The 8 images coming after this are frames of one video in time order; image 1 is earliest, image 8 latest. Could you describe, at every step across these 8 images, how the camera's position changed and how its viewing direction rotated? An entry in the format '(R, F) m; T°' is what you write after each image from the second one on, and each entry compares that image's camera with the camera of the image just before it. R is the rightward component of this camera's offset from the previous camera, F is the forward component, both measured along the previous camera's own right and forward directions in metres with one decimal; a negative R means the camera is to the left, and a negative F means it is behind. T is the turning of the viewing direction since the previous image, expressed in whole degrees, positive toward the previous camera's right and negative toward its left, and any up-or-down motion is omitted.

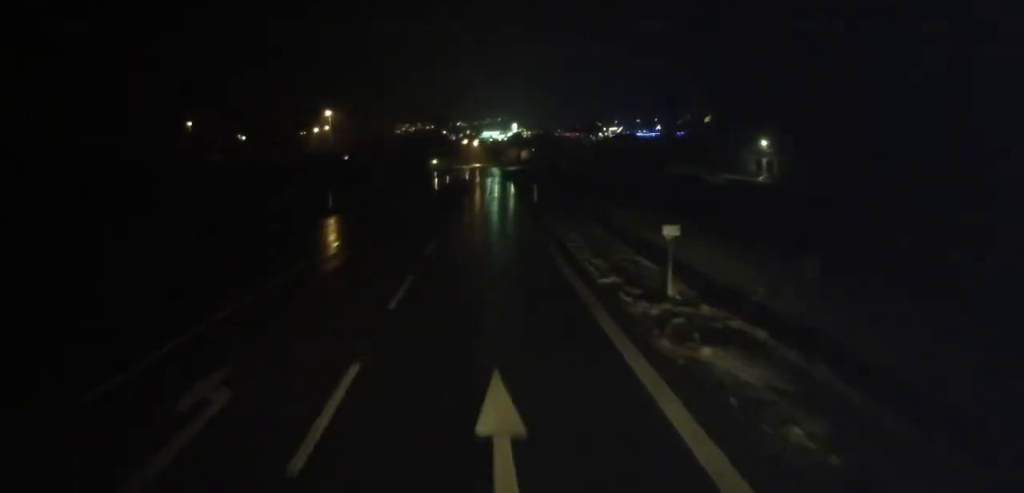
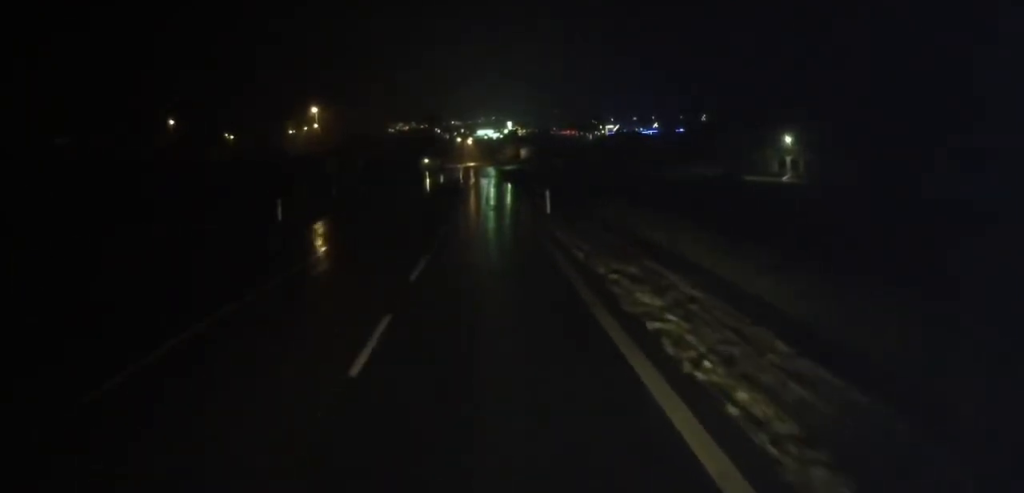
(0.0, +9.8) m; -1°
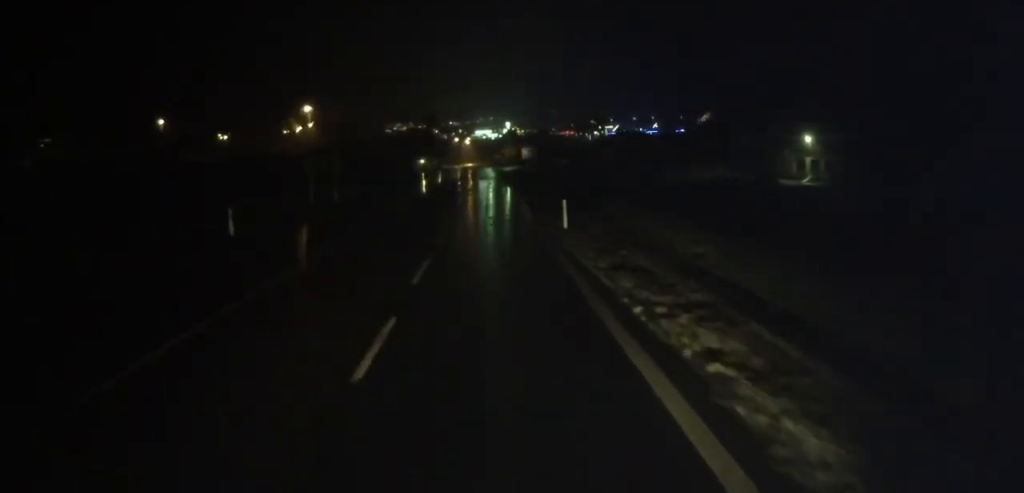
(0.0, +6.3) m; 0°
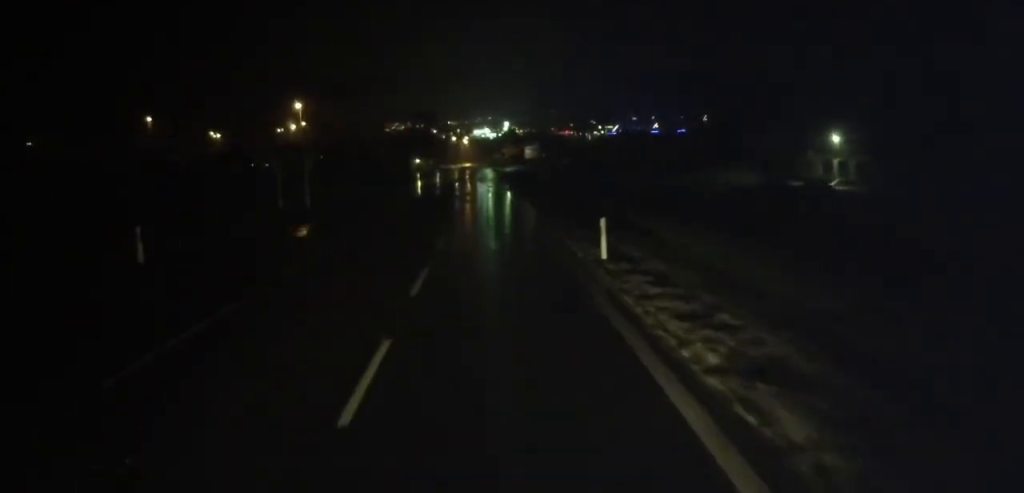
(-0.1, +7.4) m; +1°
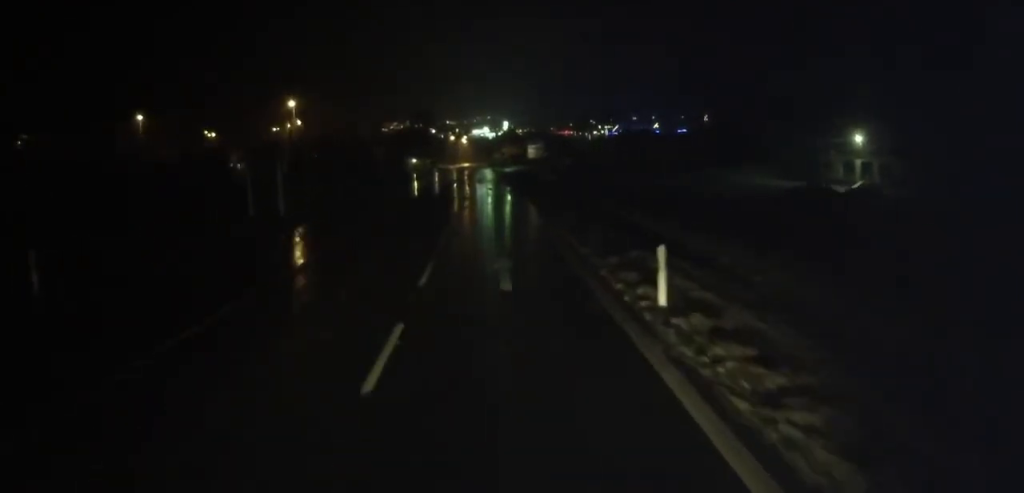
(-0.1, +5.3) m; 0°
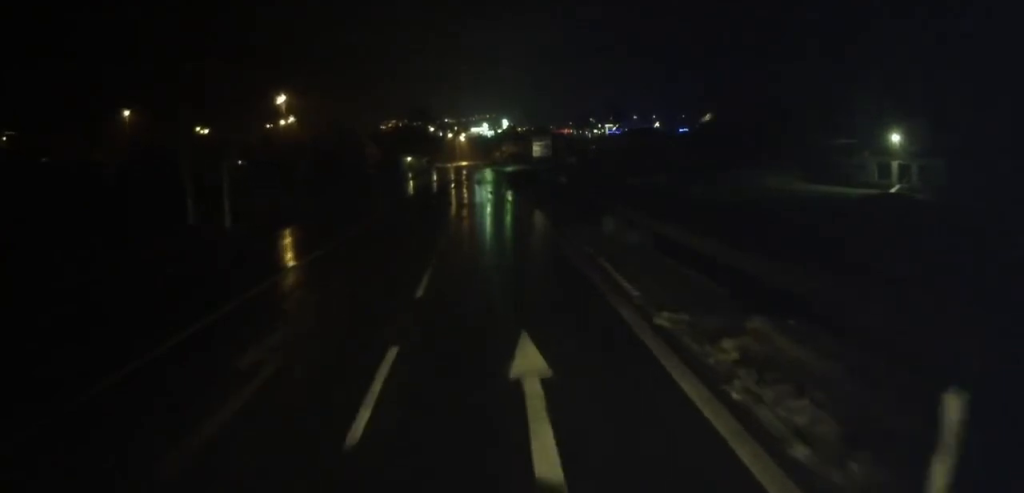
(+0.3, +7.4) m; 0°
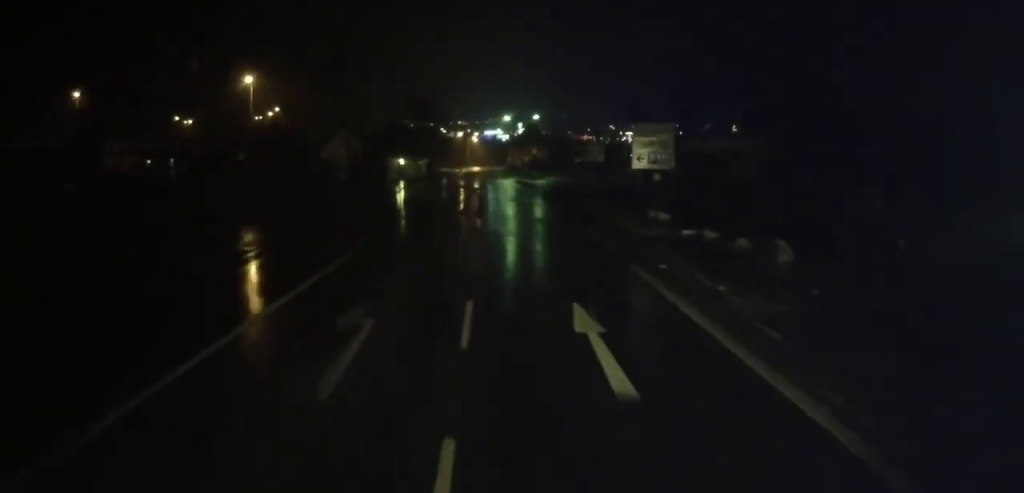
(-0.1, +35.6) m; -2°
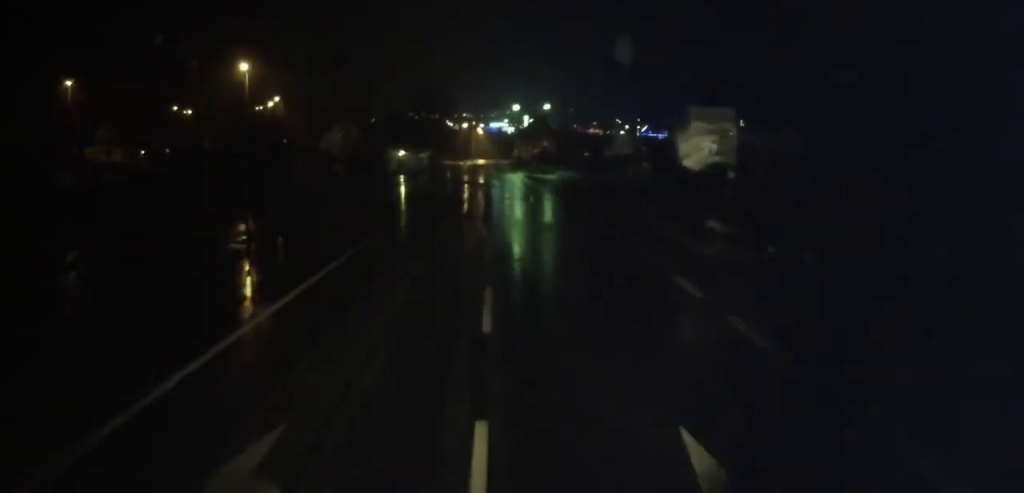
(-0.1, +6.4) m; -2°
